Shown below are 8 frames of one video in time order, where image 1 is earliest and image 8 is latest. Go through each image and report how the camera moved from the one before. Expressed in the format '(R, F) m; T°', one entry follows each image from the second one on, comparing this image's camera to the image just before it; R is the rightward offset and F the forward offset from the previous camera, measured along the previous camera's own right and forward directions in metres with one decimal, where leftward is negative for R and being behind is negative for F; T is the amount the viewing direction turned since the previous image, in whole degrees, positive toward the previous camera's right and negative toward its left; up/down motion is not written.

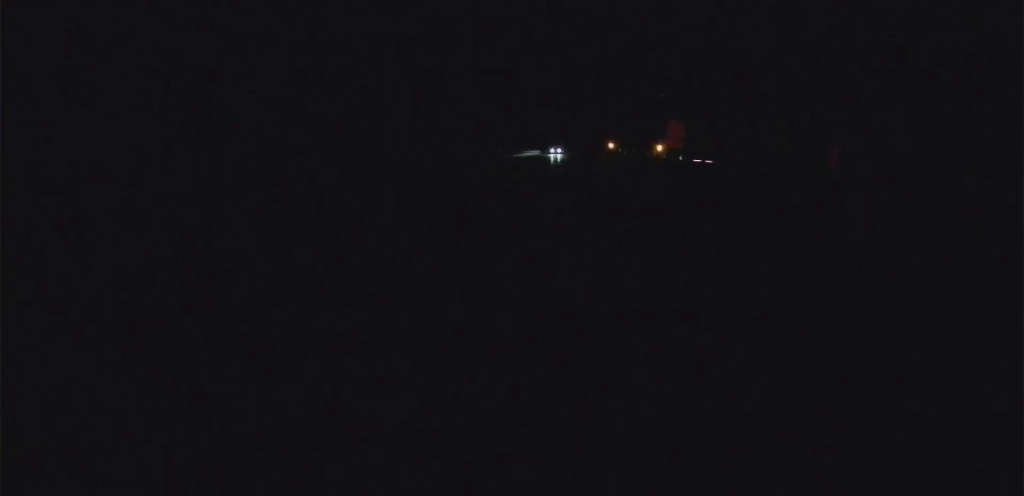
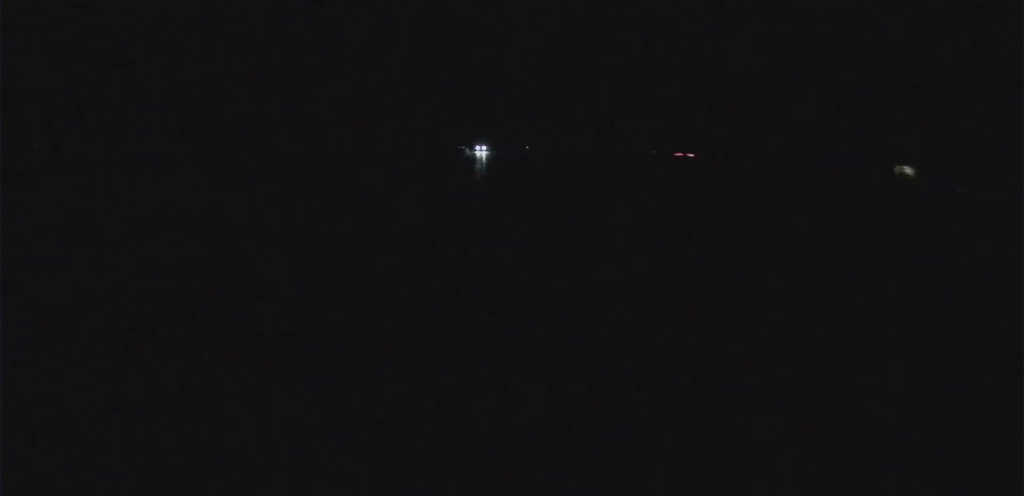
(+2.3, +258.9) m; +6°
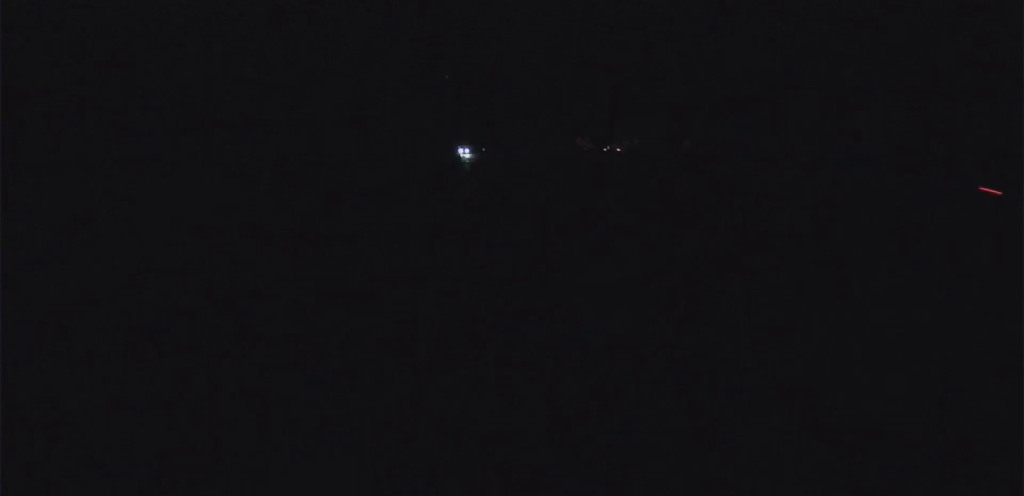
(+0.1, +58.7) m; +3°
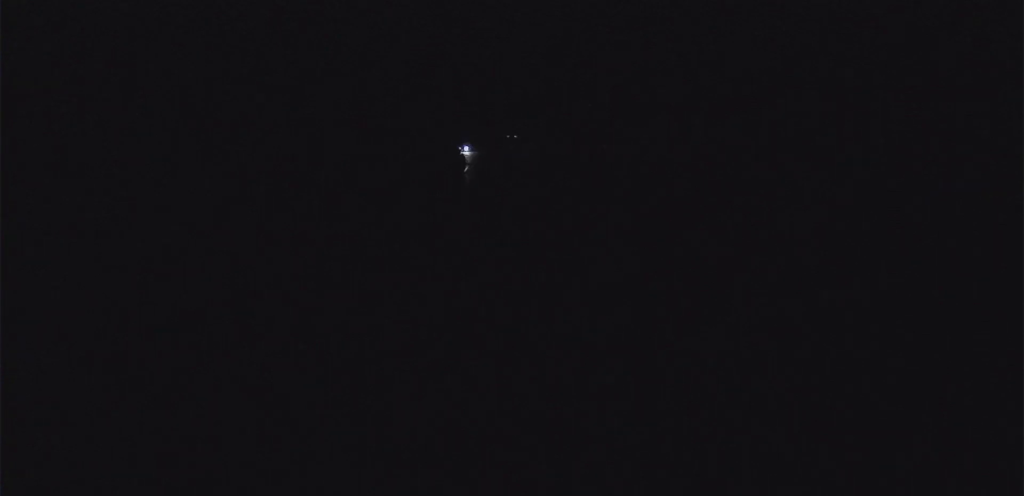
(+6.4, +108.0) m; +7°
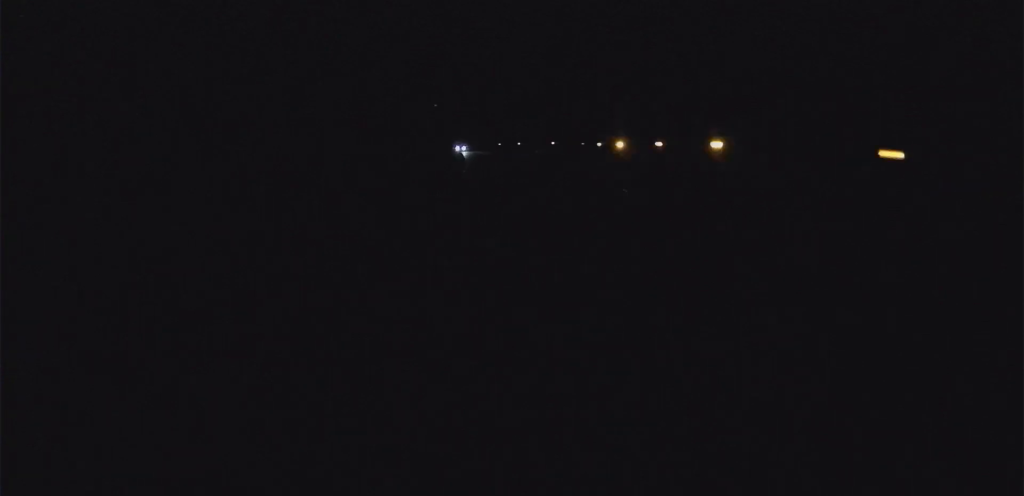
(+7.8, +107.8) m; +7°
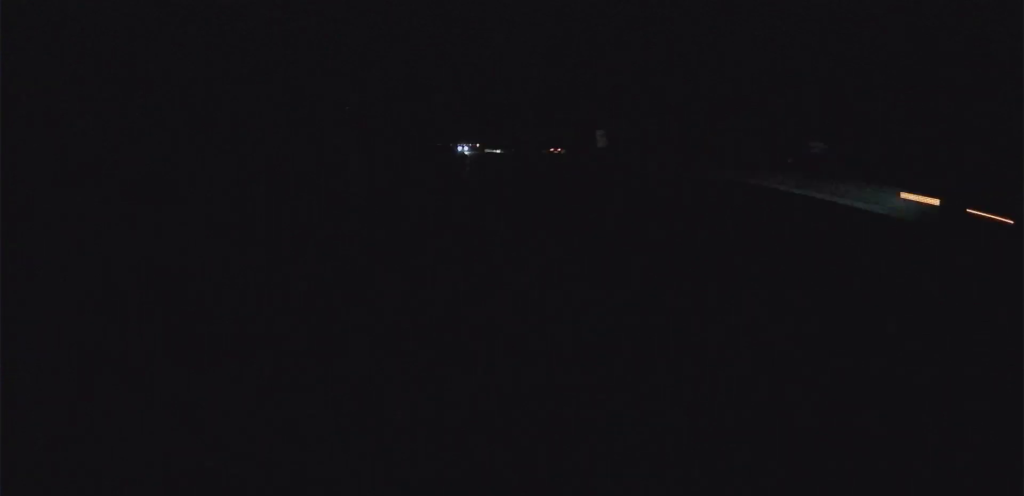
(+16.9, +163.3) m; +11°
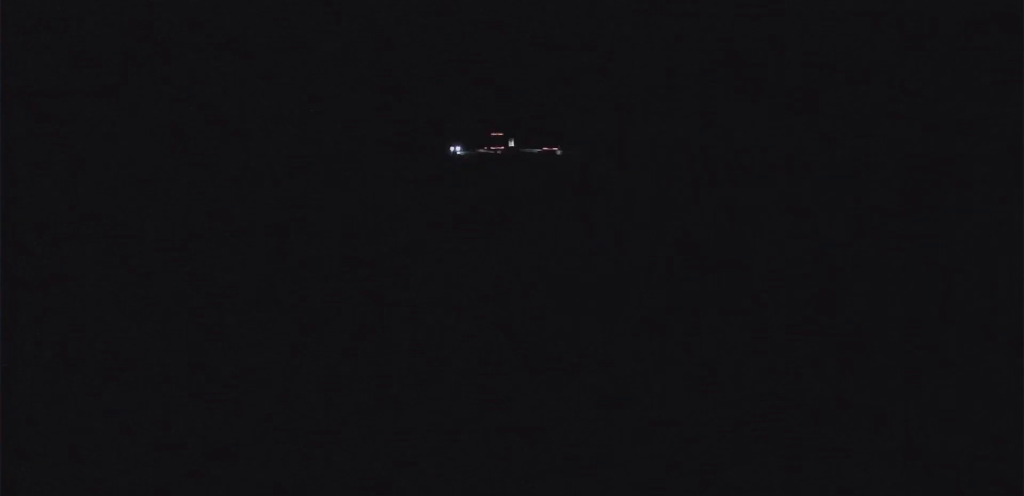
(+2.7, +71.8) m; +4°
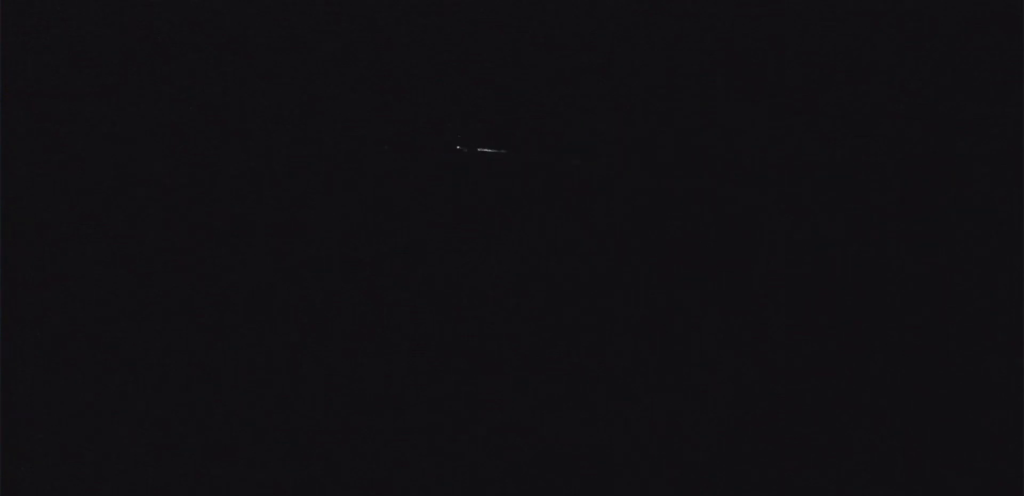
(+3.9, +81.0) m; +3°
